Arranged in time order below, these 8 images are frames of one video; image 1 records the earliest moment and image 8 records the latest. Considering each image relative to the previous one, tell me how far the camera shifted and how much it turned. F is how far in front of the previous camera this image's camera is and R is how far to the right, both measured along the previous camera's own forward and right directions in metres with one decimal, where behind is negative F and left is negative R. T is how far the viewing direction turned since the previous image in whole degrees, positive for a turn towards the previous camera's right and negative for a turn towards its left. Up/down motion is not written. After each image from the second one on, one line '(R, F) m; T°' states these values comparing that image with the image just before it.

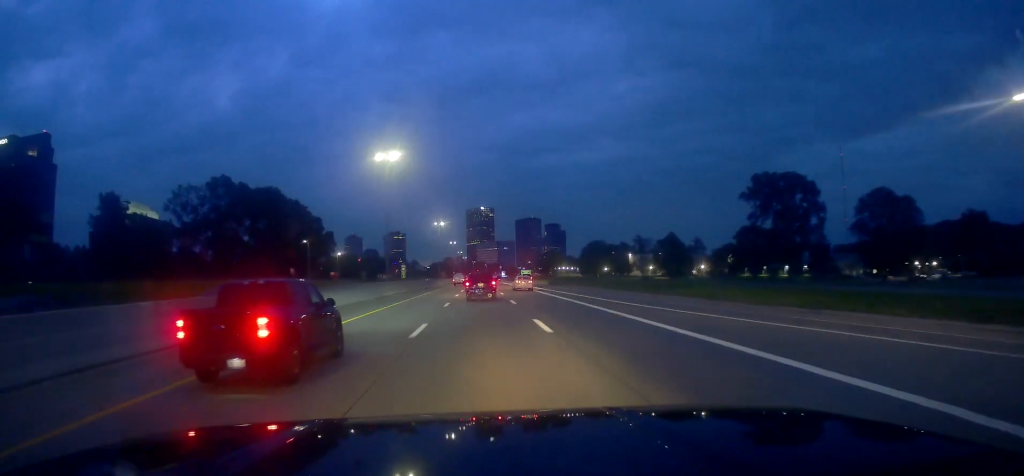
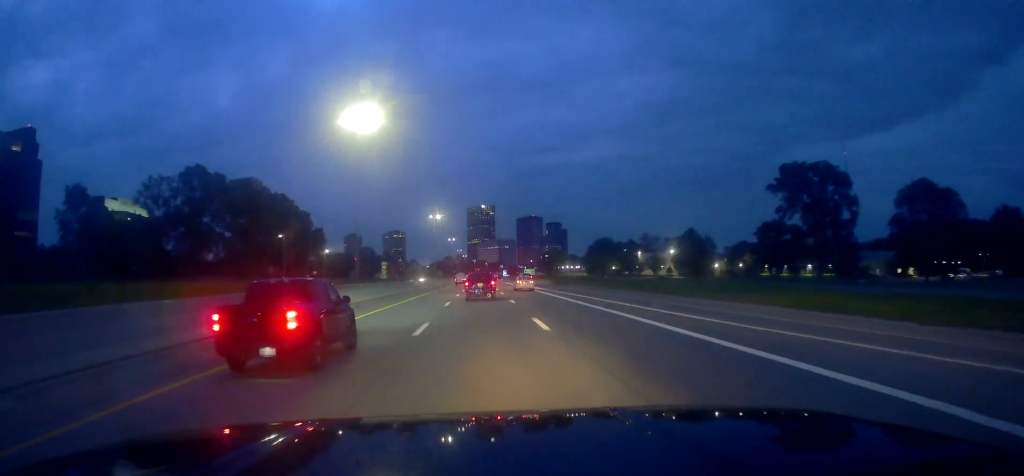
(+0.1, +14.4) m; 0°
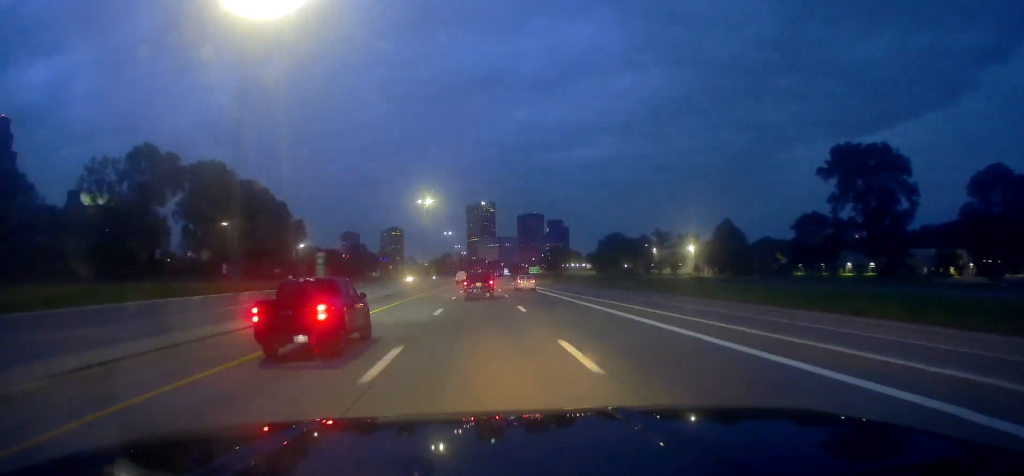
(-0.1, +22.2) m; 0°
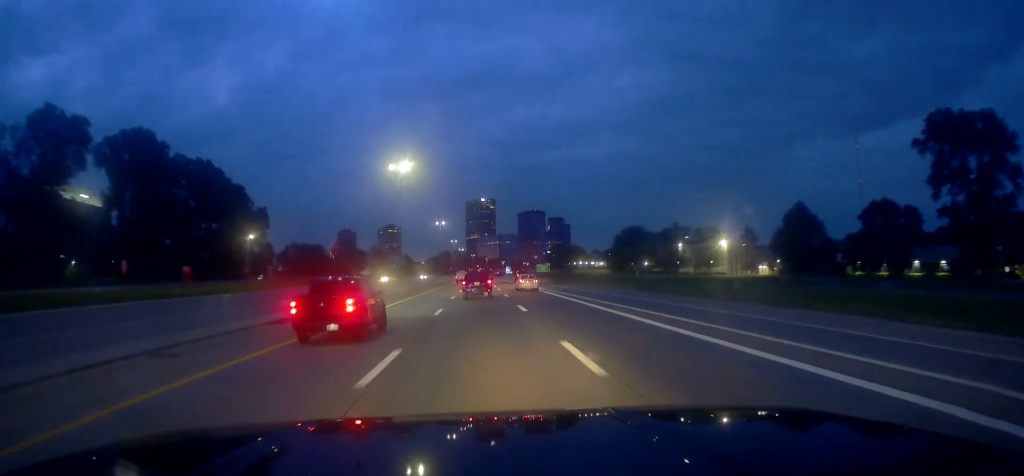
(-0.1, +30.1) m; 0°
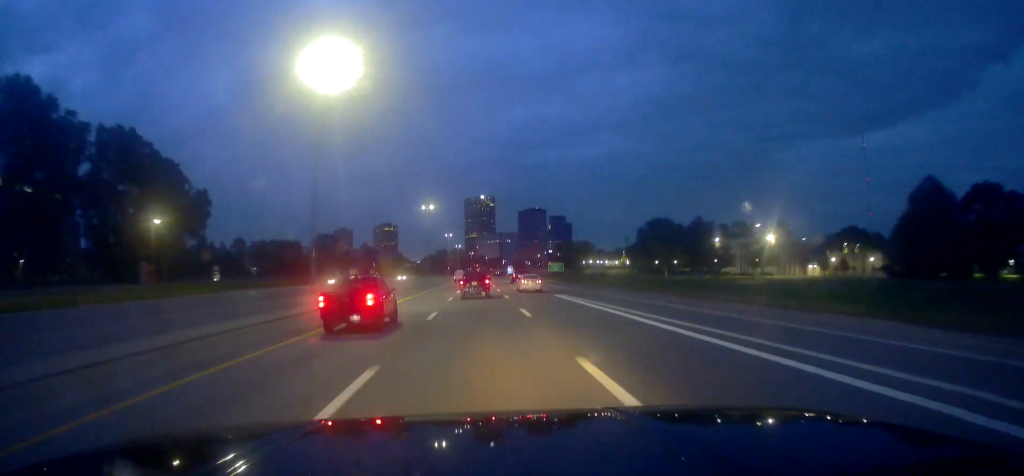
(+0.1, +32.5) m; 0°
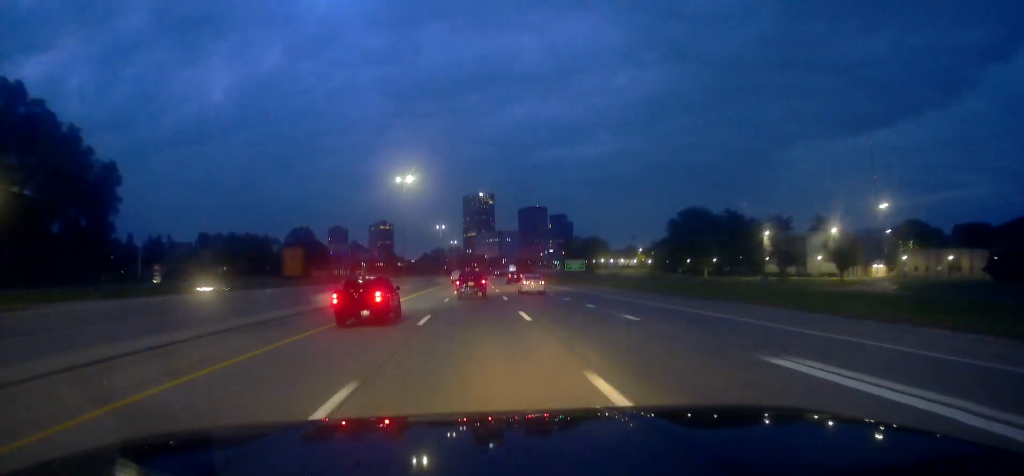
(-0.1, +31.6) m; -1°
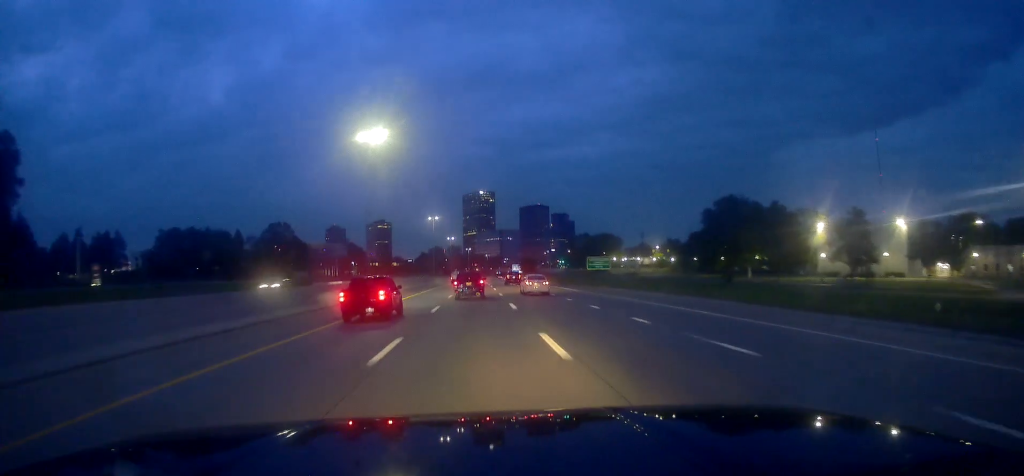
(-0.2, +23.9) m; 0°
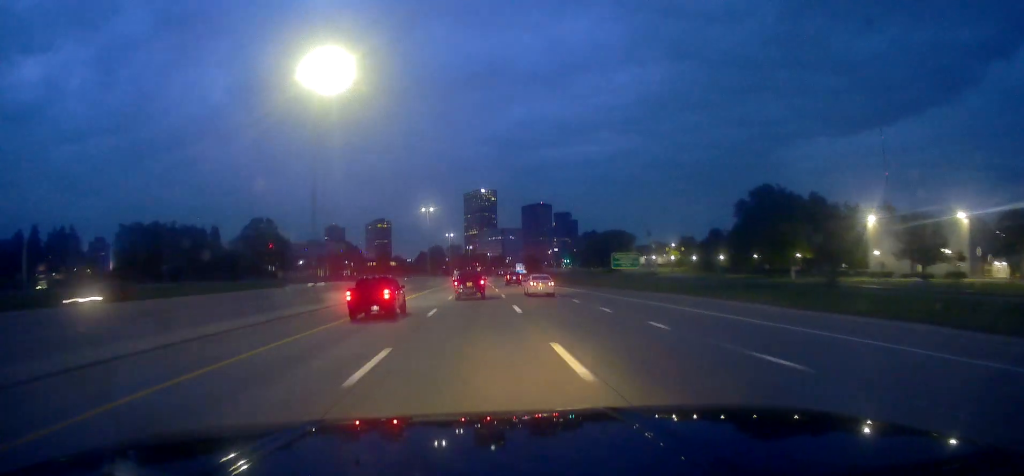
(0.0, +17.2) m; +1°
